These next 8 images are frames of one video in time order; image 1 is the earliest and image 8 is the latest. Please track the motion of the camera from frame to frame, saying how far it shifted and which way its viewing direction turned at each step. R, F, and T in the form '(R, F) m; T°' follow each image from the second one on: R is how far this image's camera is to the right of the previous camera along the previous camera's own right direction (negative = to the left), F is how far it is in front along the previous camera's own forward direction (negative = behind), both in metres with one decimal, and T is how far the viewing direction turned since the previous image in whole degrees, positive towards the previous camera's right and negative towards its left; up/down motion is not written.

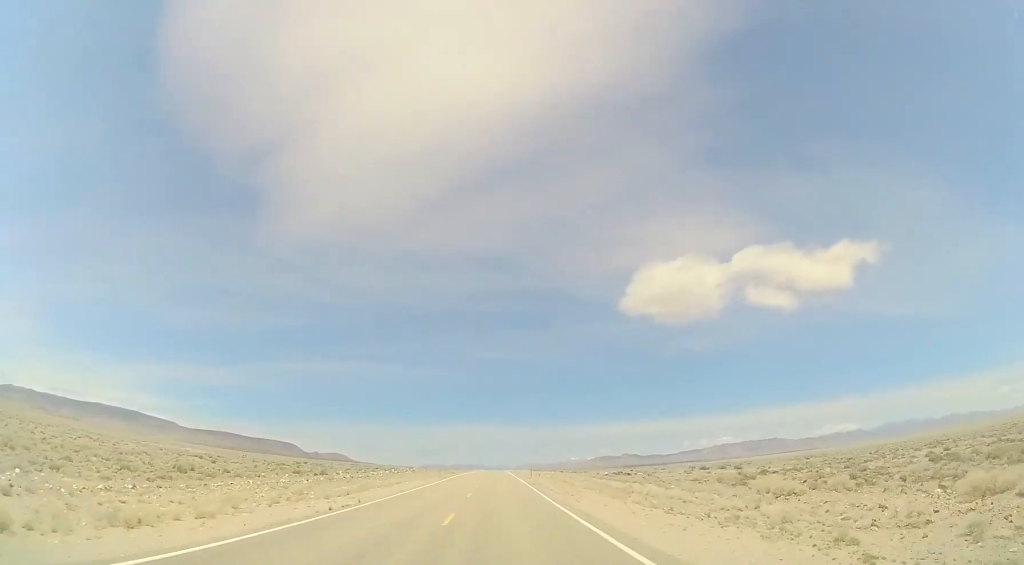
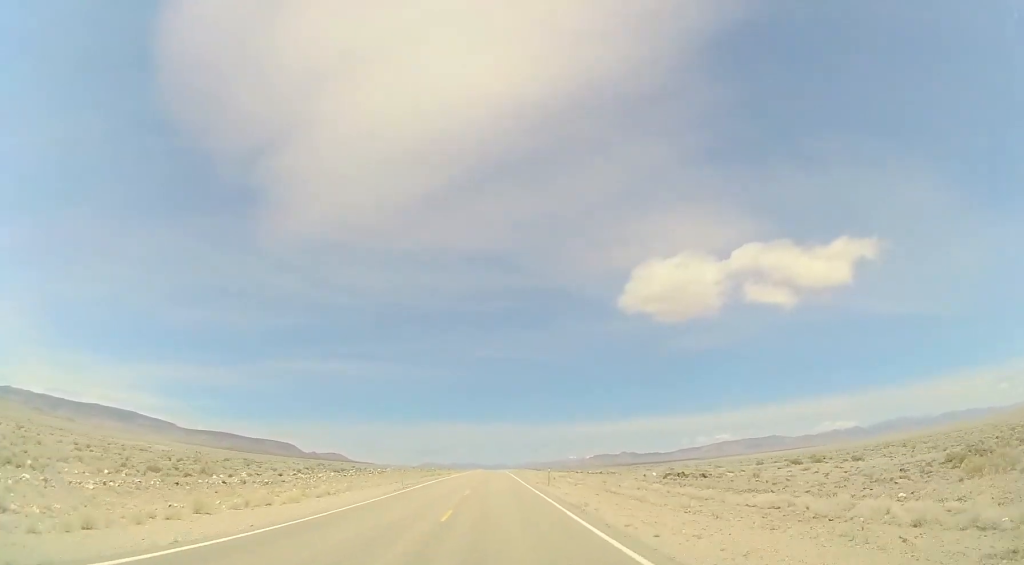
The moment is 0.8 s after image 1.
(0.0, +23.5) m; 0°
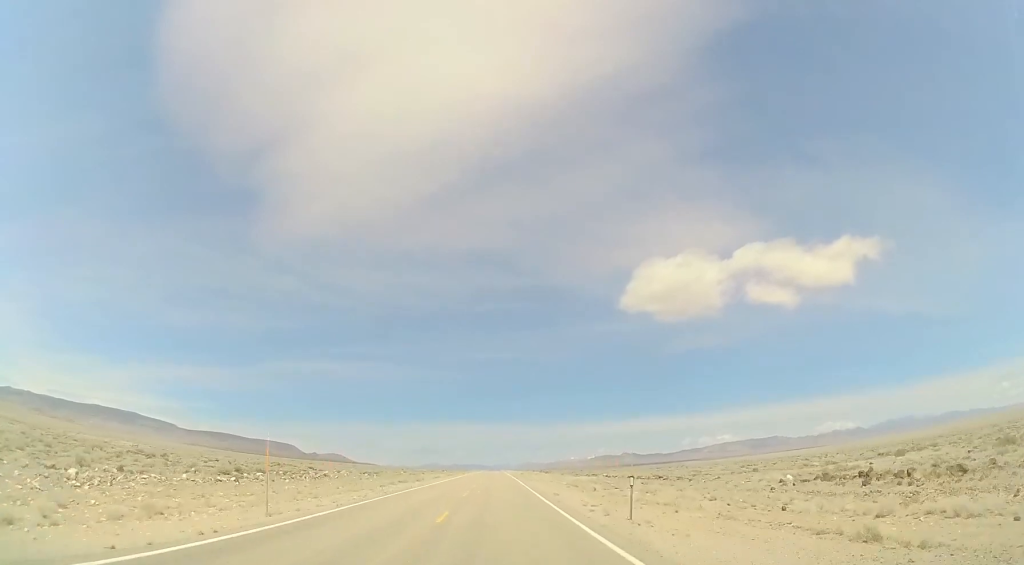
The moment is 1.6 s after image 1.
(+0.1, +24.6) m; 0°
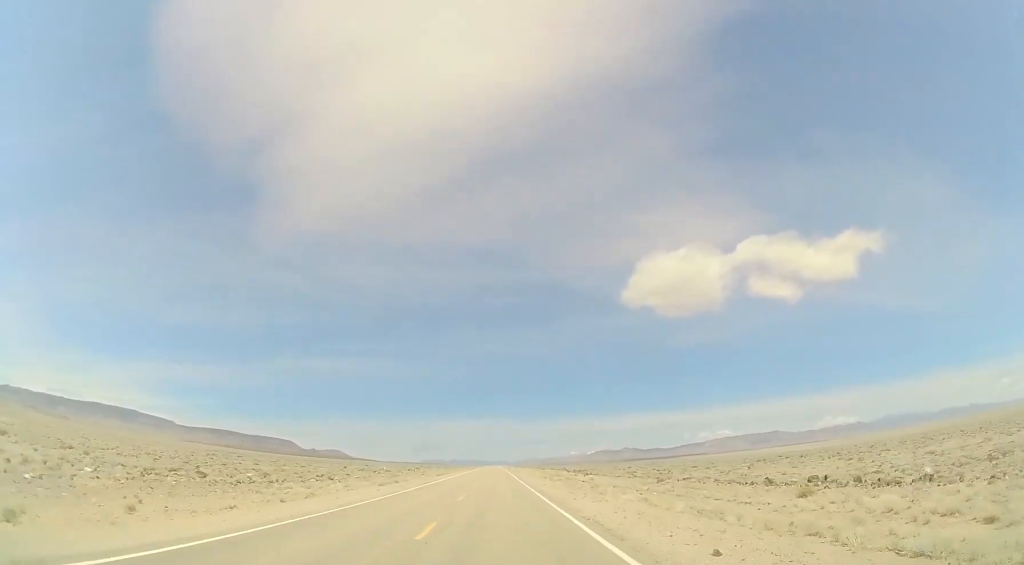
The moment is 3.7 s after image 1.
(+0.2, +64.8) m; 0°
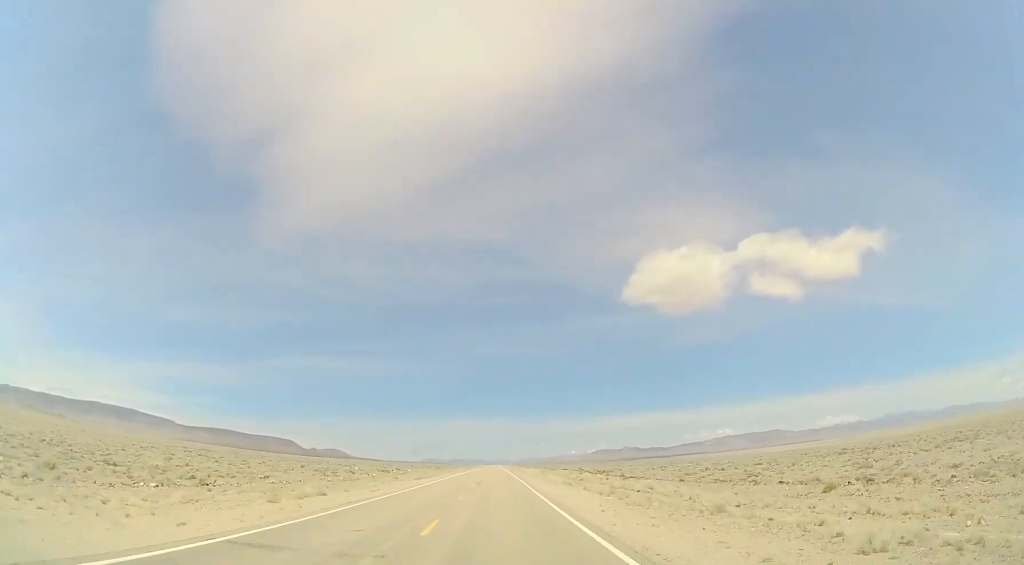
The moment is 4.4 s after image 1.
(0.0, +23.7) m; 0°
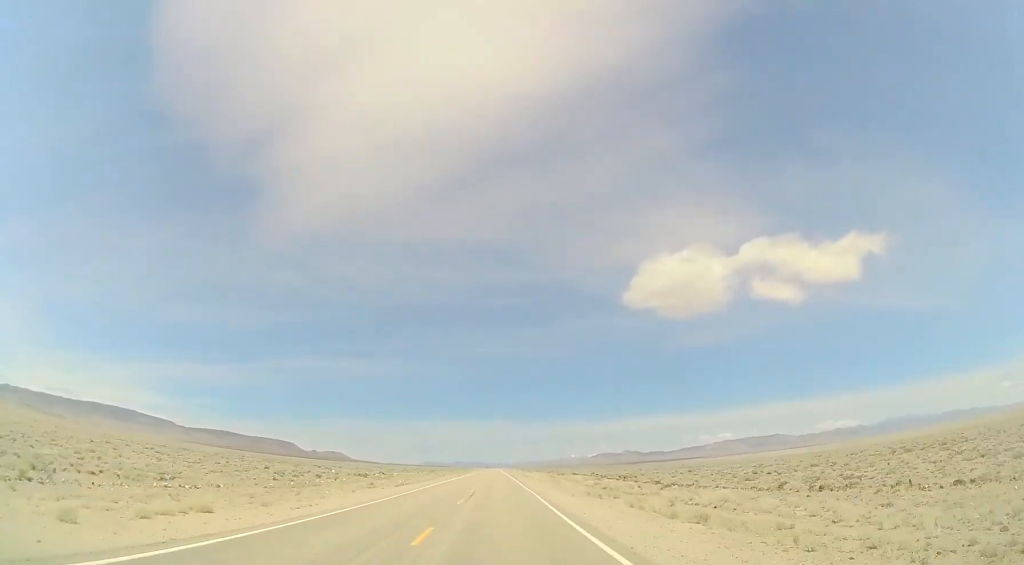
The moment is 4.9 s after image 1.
(0.0, +13.4) m; 0°
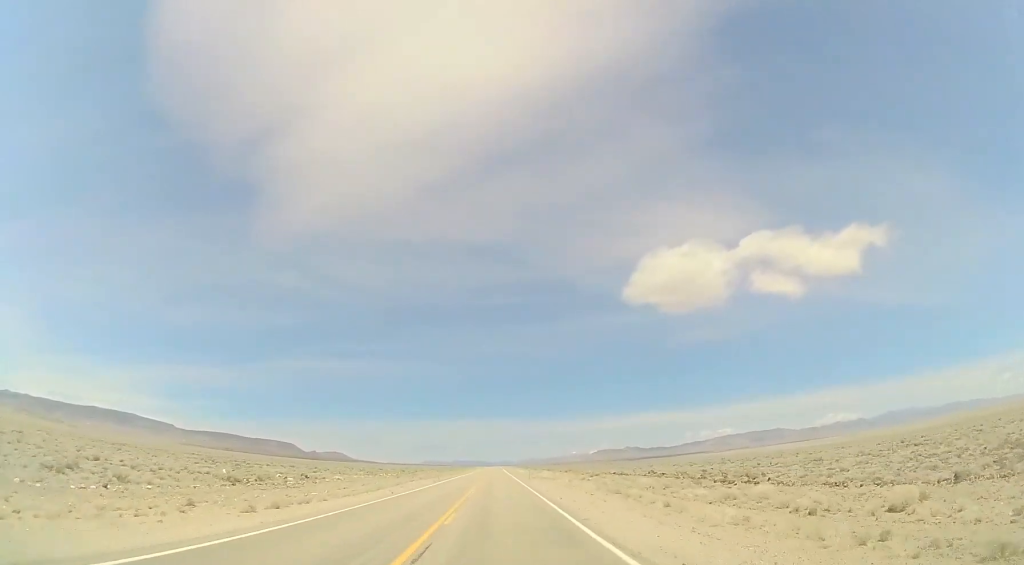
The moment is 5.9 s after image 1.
(0.0, +33.1) m; 0°
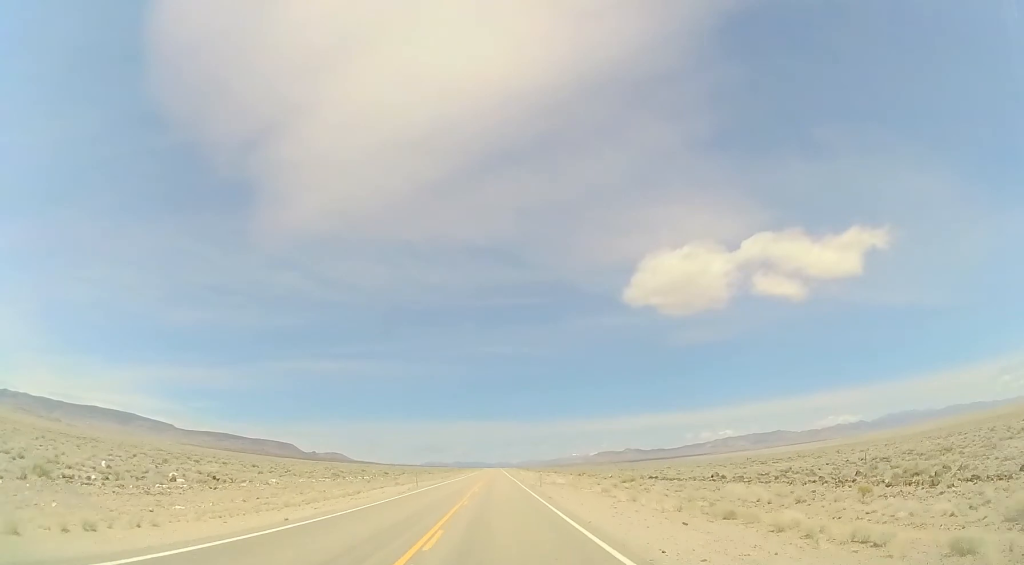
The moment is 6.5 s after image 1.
(-0.1, +16.5) m; 0°
